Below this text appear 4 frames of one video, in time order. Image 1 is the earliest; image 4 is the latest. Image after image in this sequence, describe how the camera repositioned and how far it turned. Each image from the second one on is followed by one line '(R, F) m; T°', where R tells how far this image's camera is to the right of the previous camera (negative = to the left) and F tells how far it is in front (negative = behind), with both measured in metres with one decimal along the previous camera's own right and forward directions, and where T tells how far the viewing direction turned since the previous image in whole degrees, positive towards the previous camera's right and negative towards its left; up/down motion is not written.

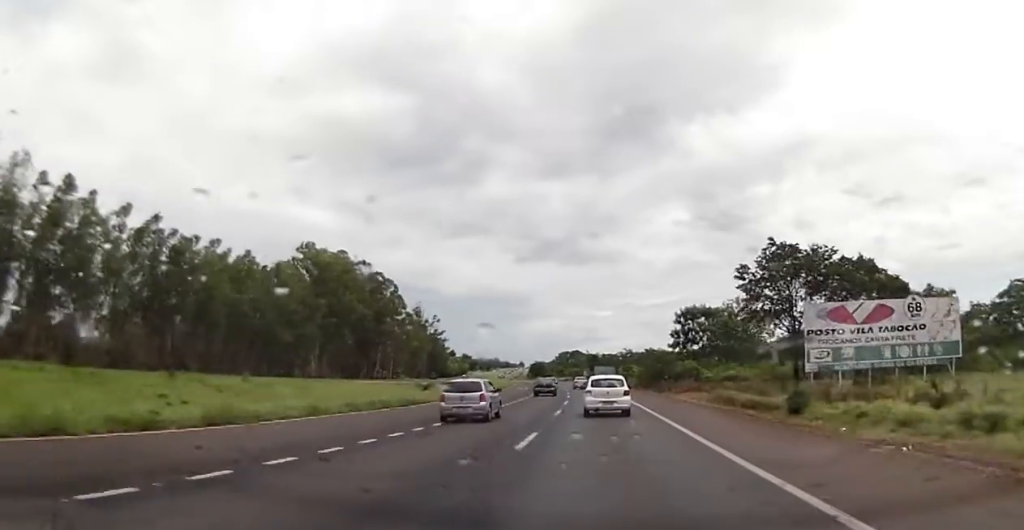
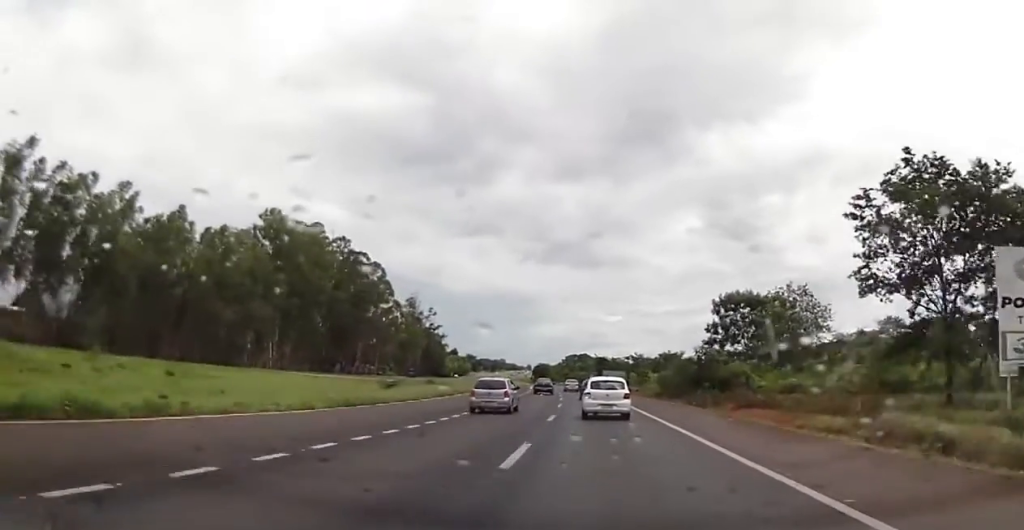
(+0.5, +27.5) m; +1°
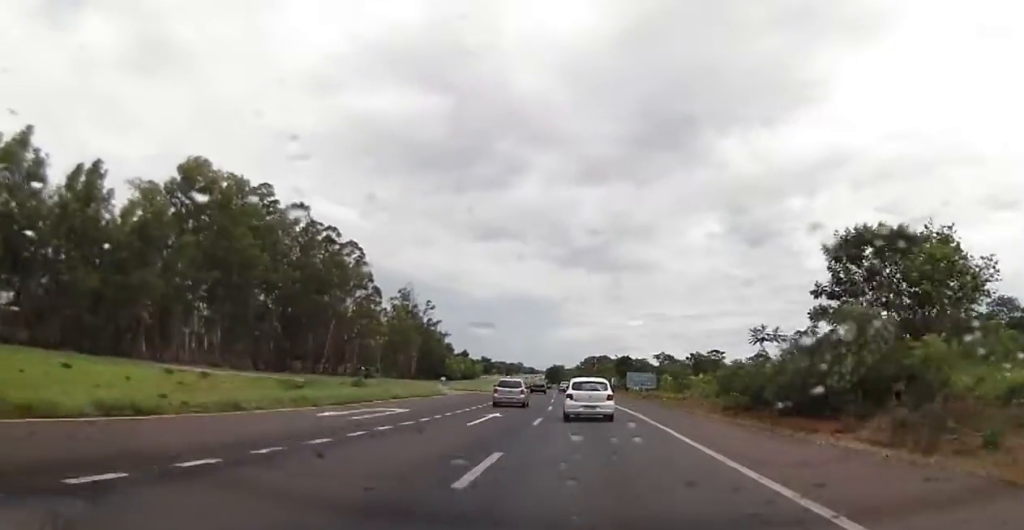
(-0.4, +39.0) m; -1°
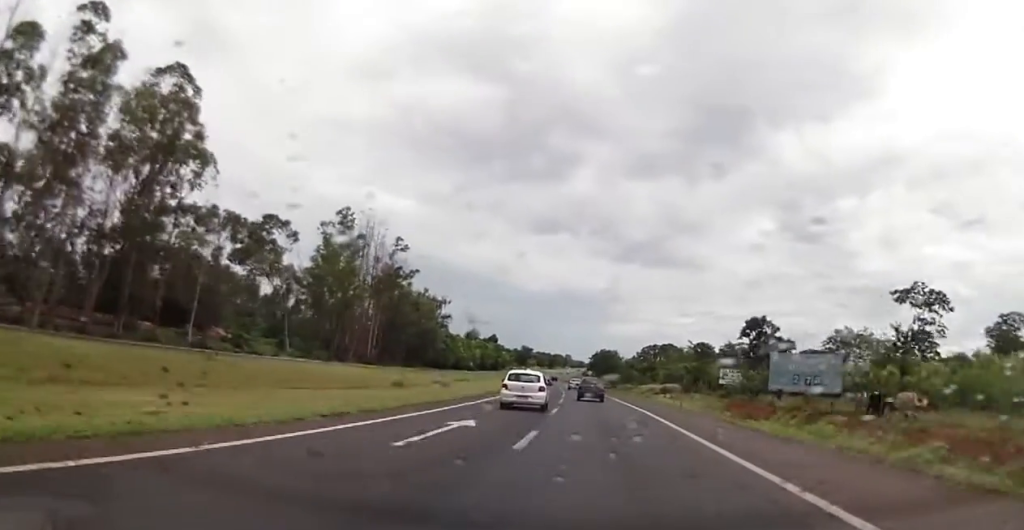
(-5.7, +106.6) m; -5°
